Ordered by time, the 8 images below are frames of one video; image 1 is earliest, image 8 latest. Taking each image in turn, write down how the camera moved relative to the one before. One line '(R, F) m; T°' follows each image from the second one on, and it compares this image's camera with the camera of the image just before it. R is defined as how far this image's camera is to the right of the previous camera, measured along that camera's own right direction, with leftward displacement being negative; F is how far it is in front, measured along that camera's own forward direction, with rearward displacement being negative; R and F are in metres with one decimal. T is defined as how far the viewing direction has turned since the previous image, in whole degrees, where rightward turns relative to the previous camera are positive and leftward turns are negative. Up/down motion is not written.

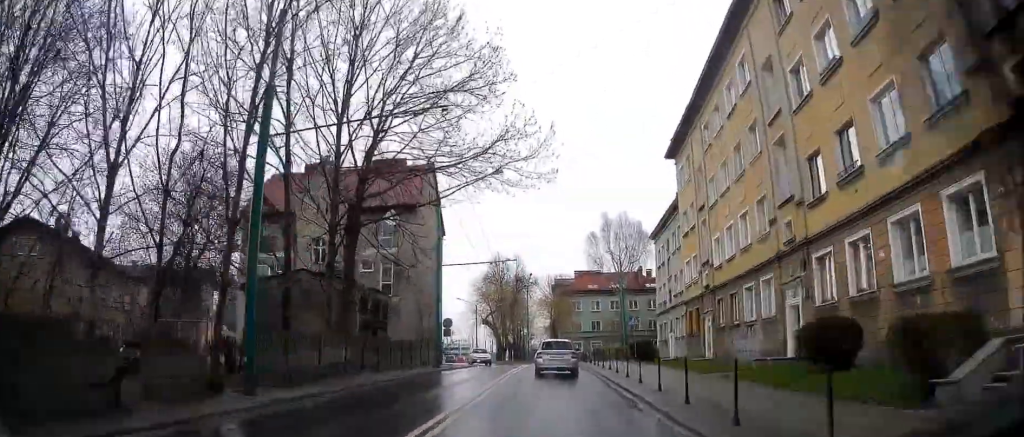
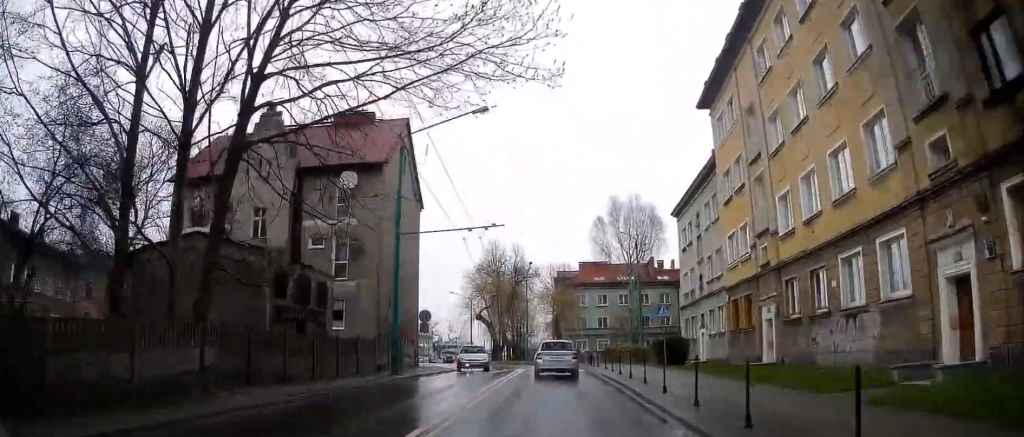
(+0.1, +9.0) m; -1°
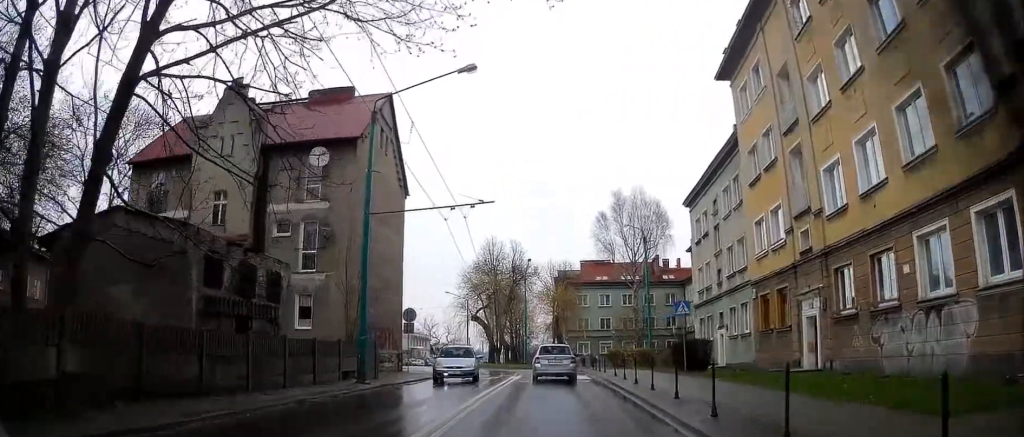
(-0.1, +4.2) m; 0°
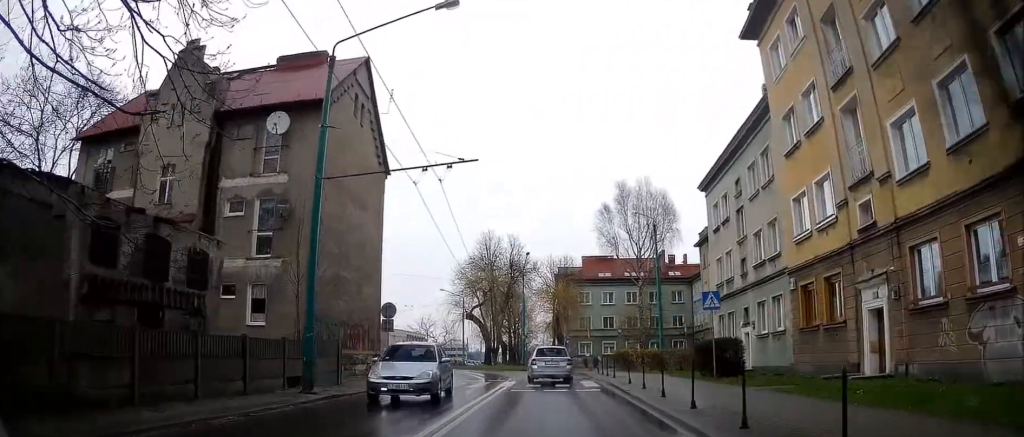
(-0.1, +4.5) m; 0°
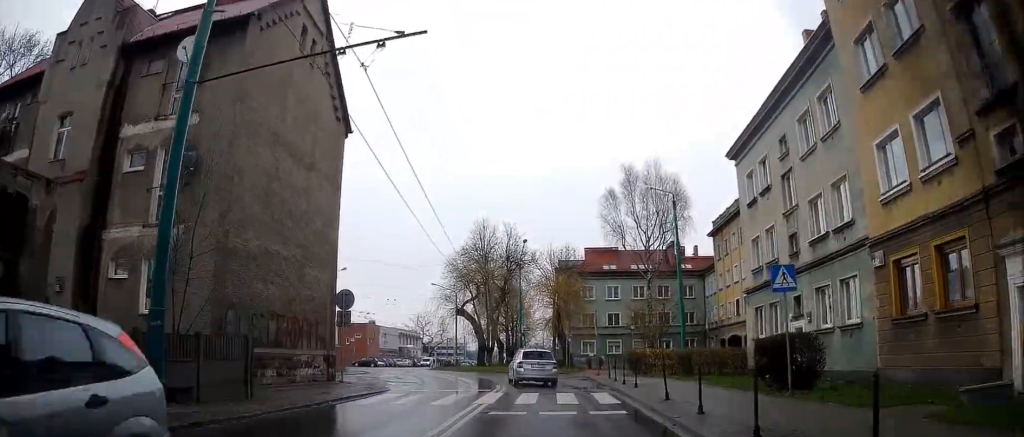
(+0.3, +6.4) m; +1°
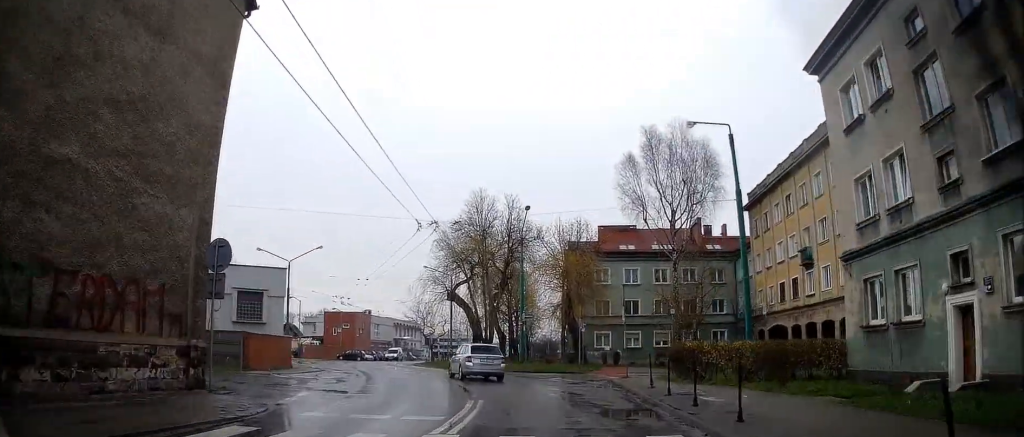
(-0.1, +10.1) m; -2°
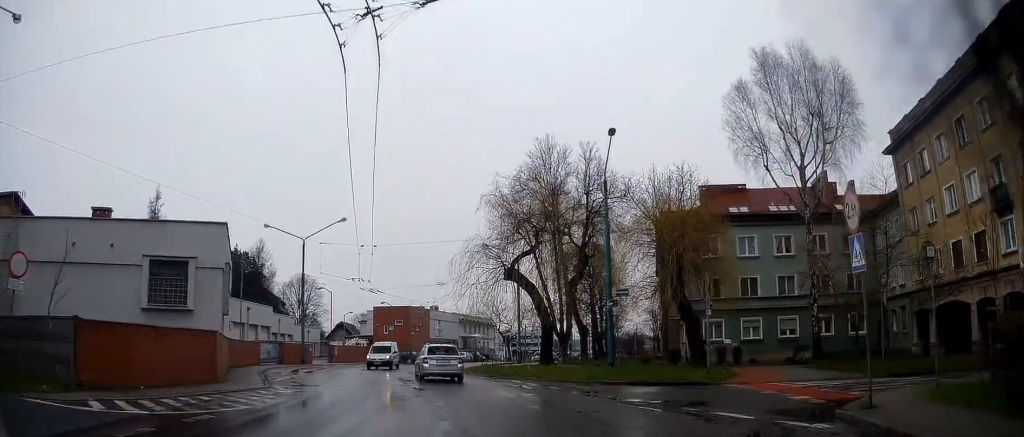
(-0.6, +14.9) m; -6°
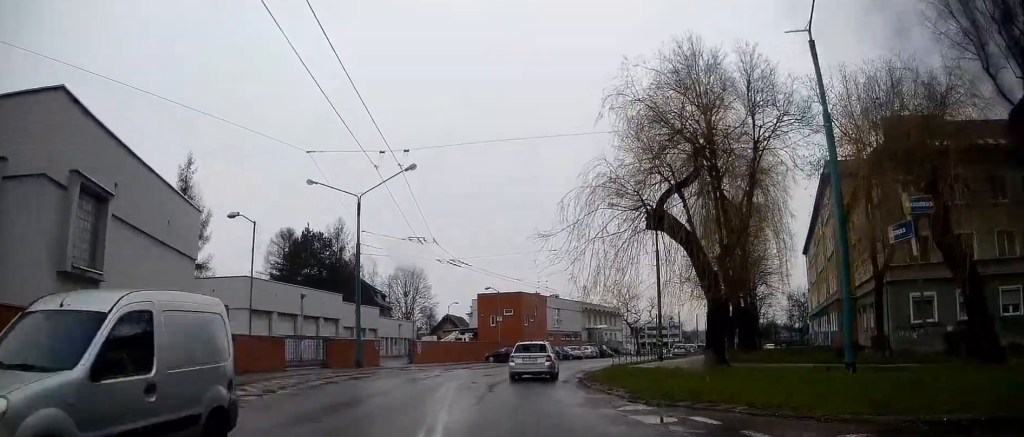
(-1.4, +14.1) m; -10°
